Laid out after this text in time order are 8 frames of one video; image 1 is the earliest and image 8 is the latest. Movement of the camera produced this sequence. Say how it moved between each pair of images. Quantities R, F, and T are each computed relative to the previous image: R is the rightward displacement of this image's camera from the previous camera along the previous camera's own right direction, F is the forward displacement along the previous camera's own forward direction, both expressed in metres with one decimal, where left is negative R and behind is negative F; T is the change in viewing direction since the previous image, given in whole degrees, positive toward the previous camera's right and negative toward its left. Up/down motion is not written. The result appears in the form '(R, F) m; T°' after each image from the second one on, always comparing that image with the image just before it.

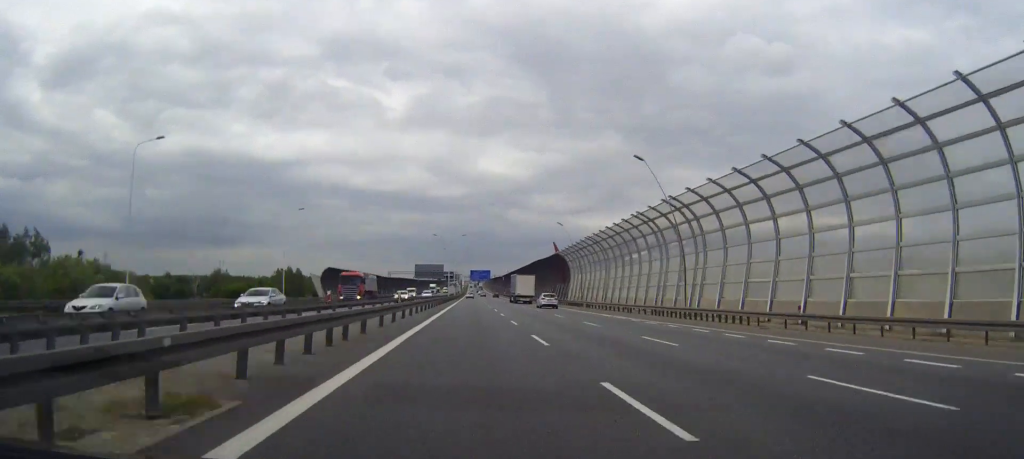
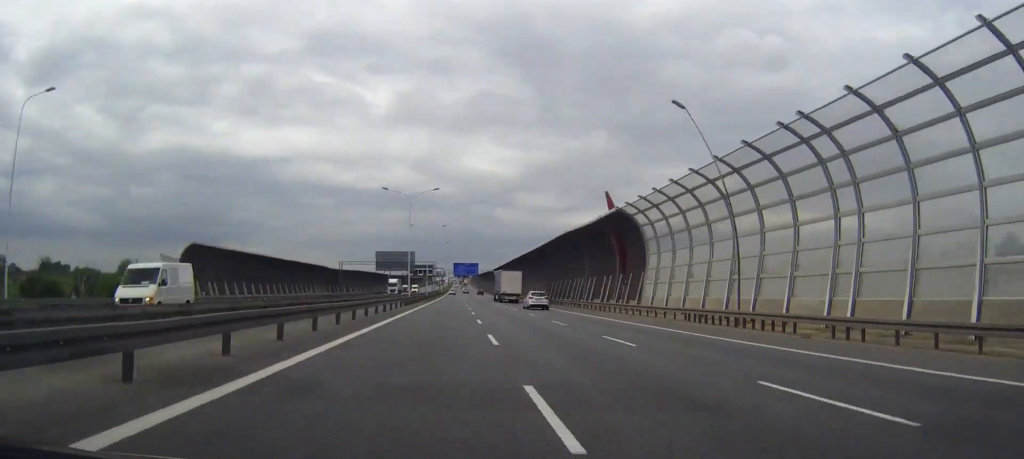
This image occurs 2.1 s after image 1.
(+0.4, +60.4) m; 0°
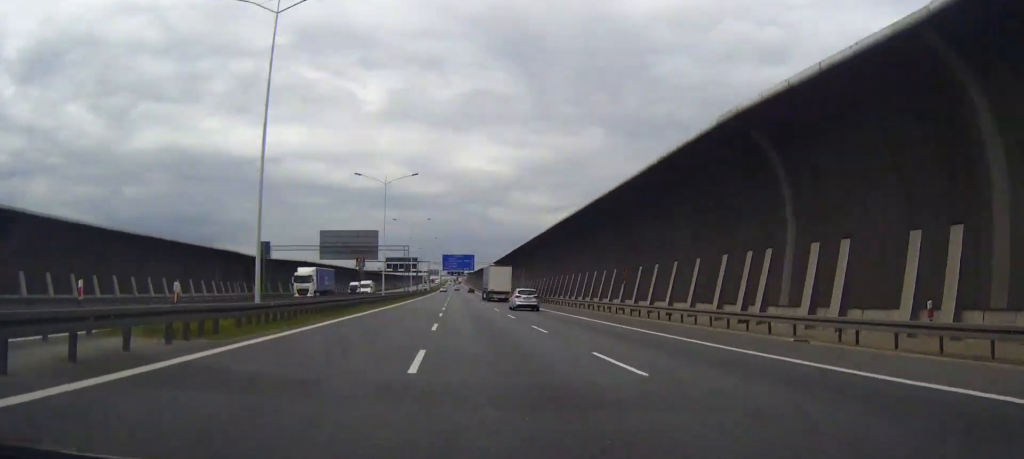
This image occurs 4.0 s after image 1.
(0.0, +54.7) m; 0°
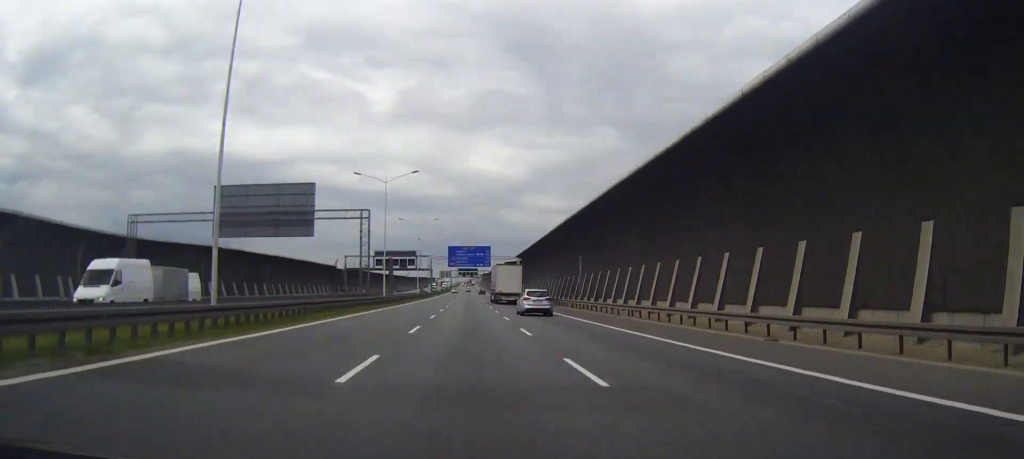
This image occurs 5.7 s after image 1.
(-0.2, +48.9) m; 0°
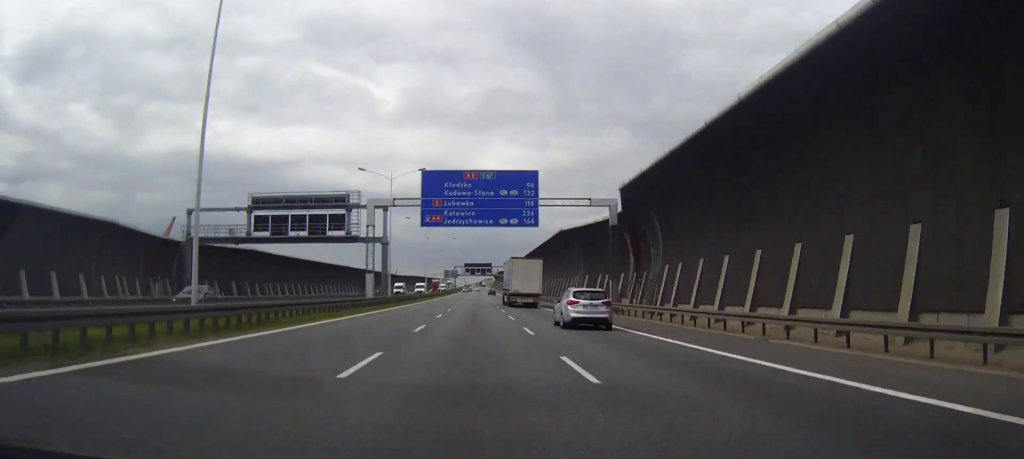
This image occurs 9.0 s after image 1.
(-0.7, +94.8) m; 0°
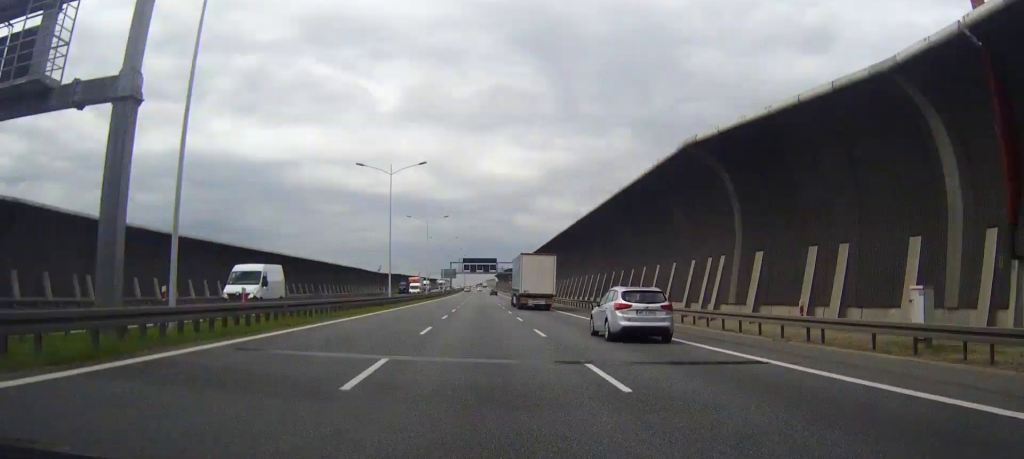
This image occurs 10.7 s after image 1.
(0.0, +48.8) m; 0°
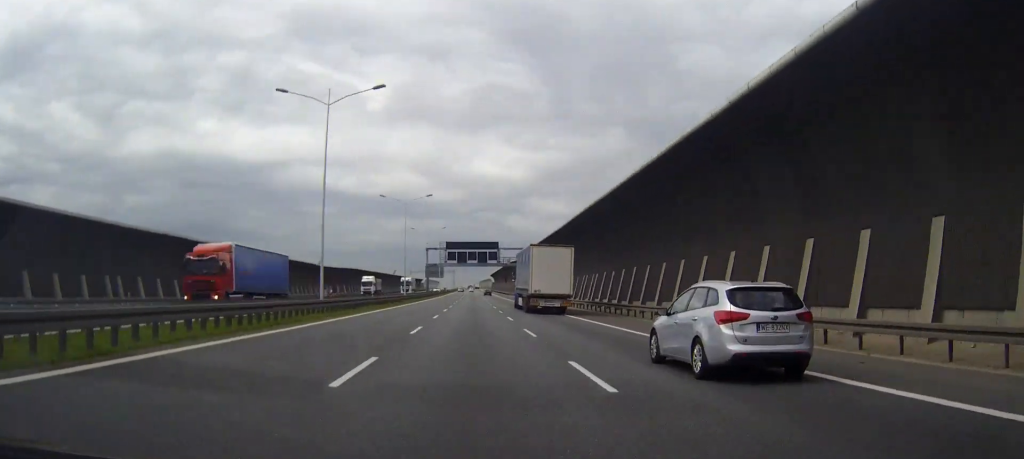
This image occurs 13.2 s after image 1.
(0.0, +71.6) m; 0°
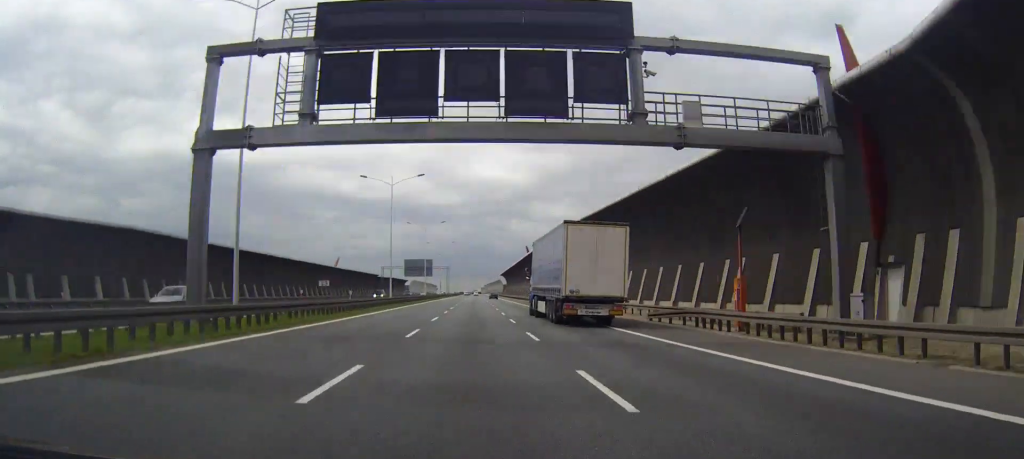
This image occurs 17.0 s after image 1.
(-0.1, +108.8) m; 0°
